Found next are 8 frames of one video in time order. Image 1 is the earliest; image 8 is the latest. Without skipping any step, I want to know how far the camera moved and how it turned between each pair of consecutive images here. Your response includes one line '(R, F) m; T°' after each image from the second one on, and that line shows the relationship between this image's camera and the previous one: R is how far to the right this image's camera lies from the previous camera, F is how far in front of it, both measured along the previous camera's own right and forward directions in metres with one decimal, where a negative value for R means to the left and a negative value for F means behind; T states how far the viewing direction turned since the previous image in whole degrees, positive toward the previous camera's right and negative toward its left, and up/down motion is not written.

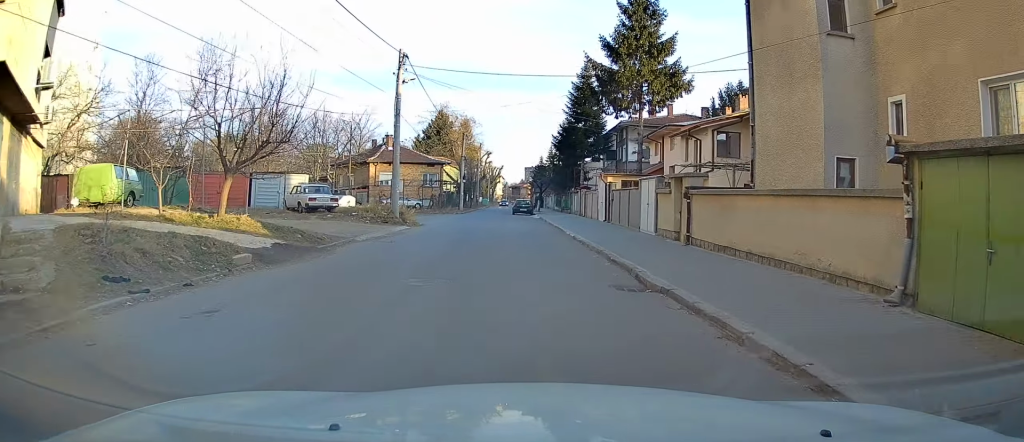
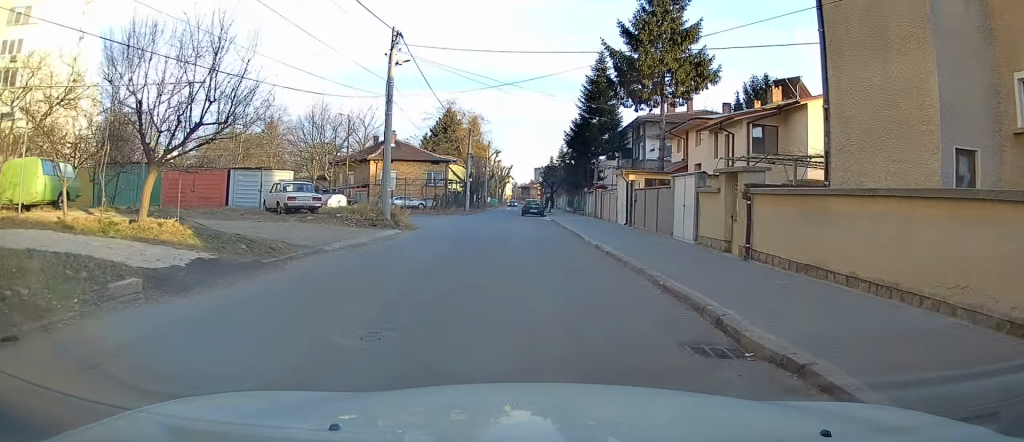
(0.0, +3.7) m; 0°
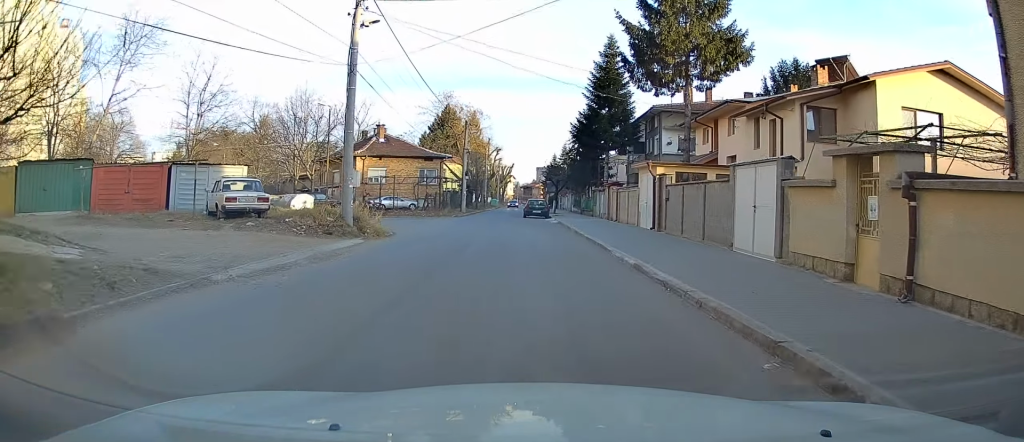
(+0.1, +5.6) m; 0°
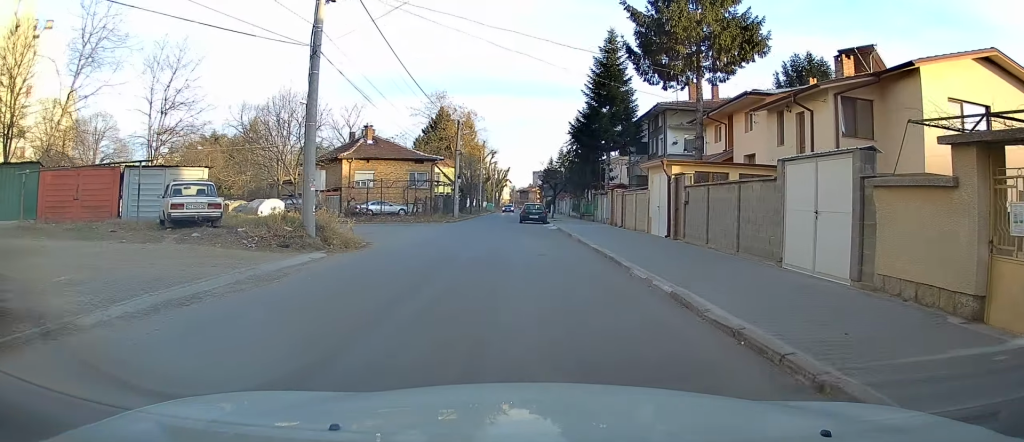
(0.0, +2.9) m; 0°
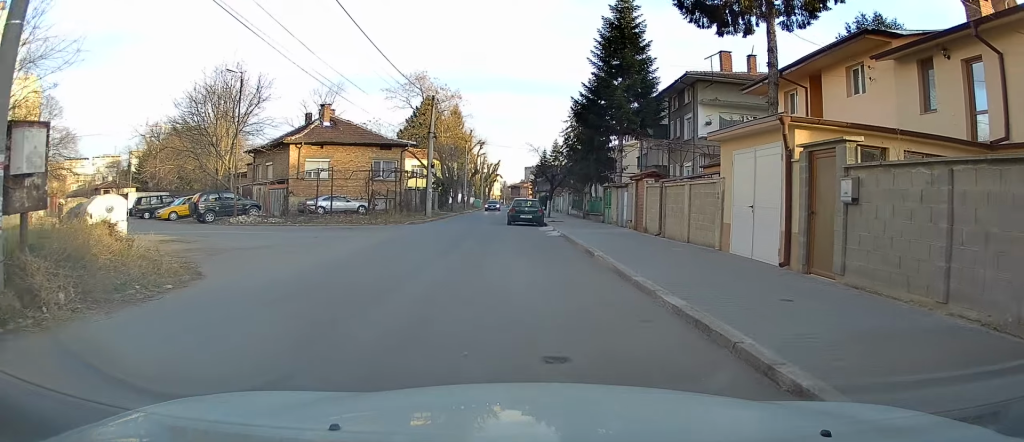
(-0.1, +9.3) m; +1°
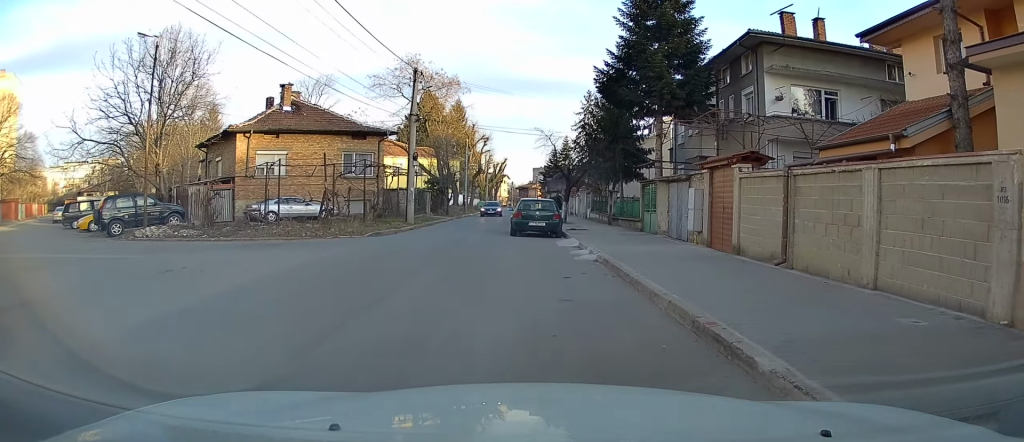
(-0.1, +8.2) m; -3°
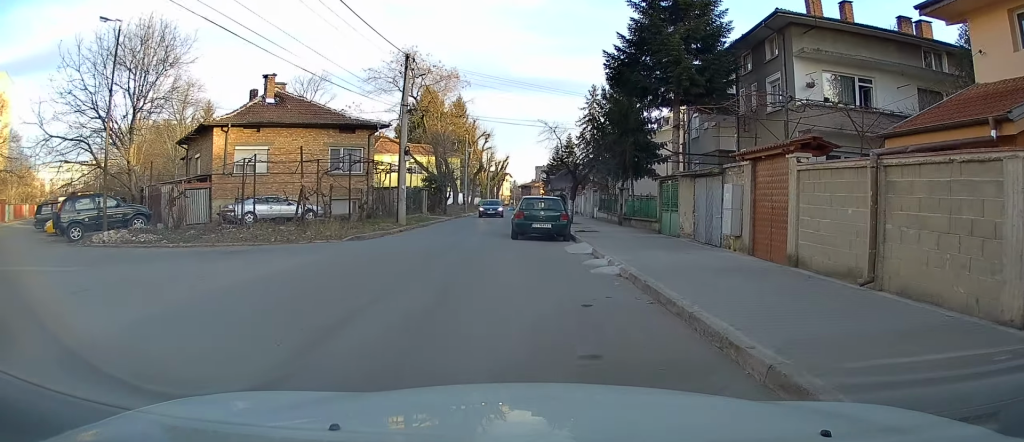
(-0.1, +2.7) m; -1°
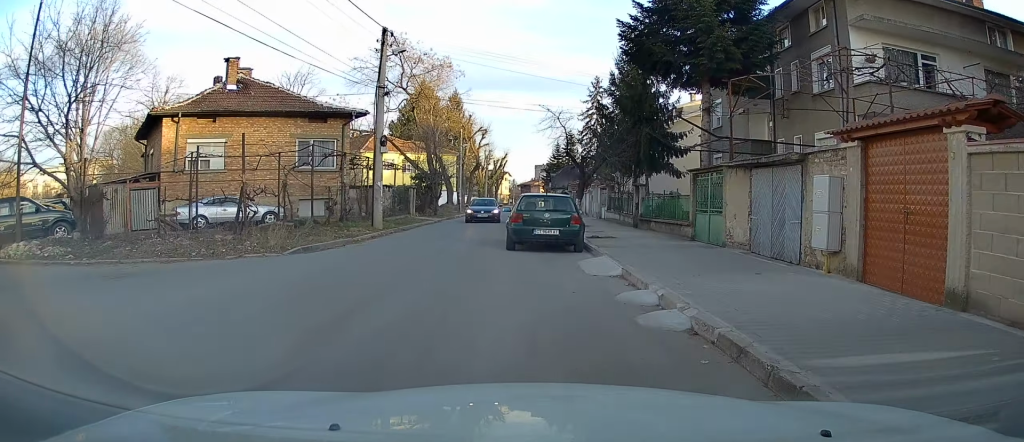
(+0.2, +4.2) m; +3°
